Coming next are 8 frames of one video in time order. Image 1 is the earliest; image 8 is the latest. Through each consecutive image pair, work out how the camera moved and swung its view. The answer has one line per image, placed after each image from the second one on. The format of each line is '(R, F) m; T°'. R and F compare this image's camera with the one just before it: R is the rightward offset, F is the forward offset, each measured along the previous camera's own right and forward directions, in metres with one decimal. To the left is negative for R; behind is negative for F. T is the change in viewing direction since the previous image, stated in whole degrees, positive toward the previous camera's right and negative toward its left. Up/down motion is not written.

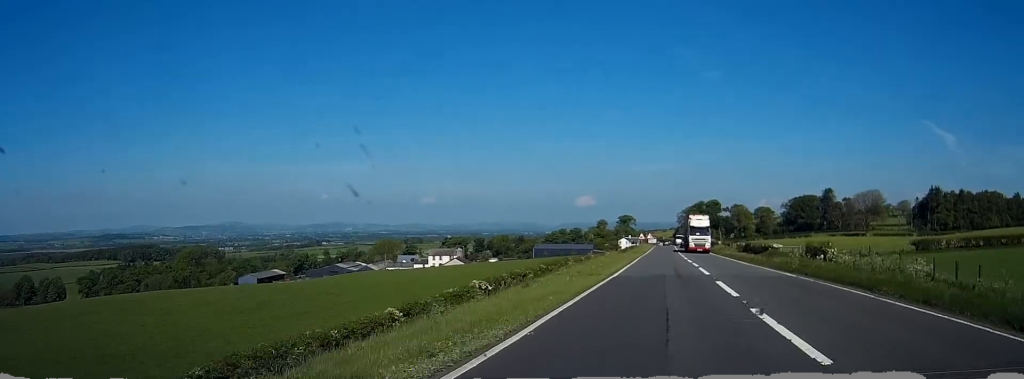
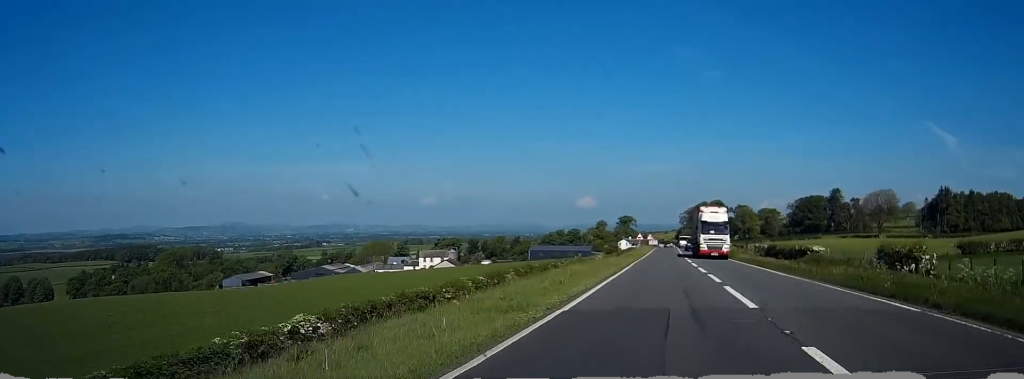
(0.0, +13.6) m; 0°
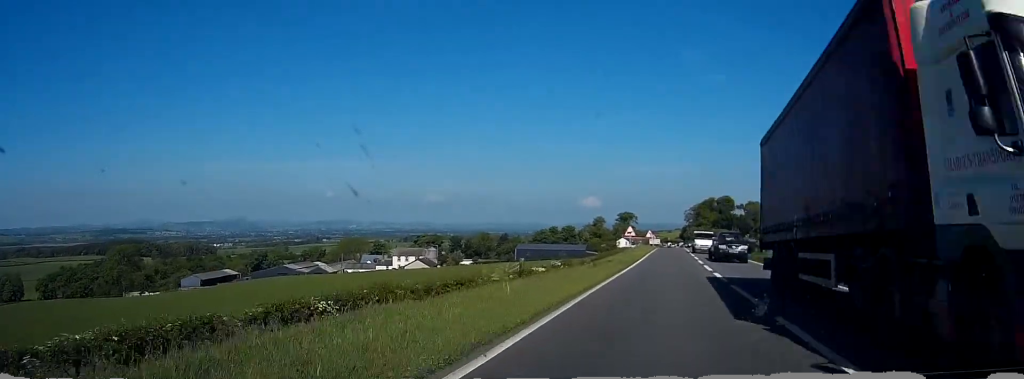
(-0.2, +32.0) m; 0°
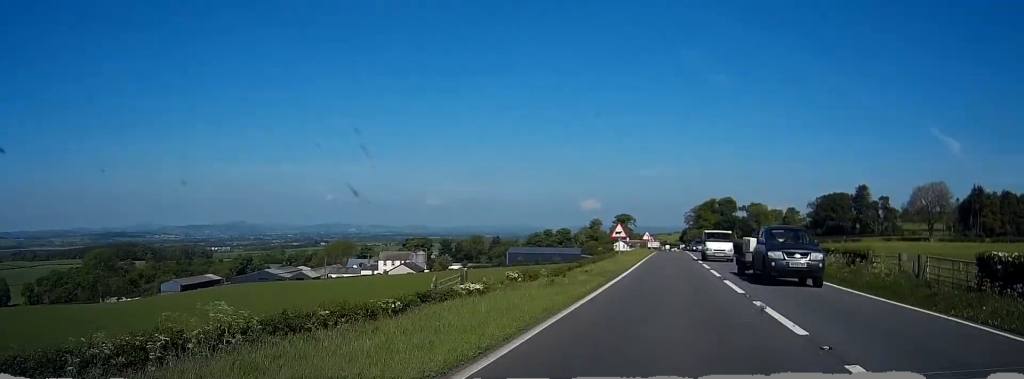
(0.0, +12.6) m; 0°
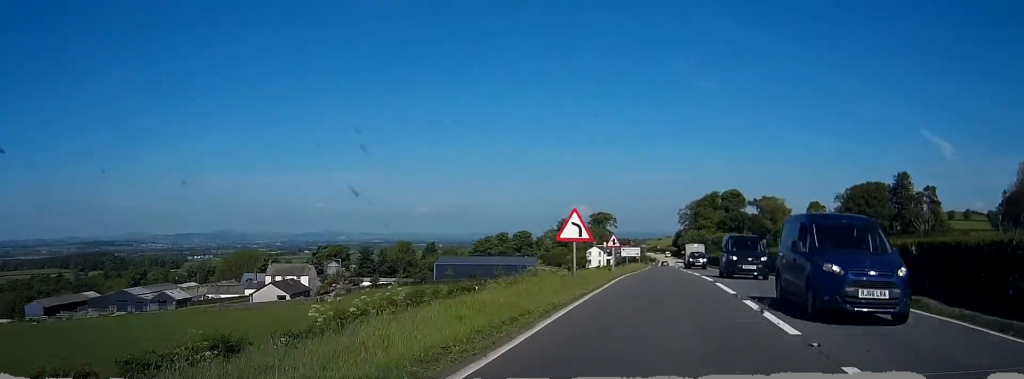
(+0.5, +68.5) m; +1°
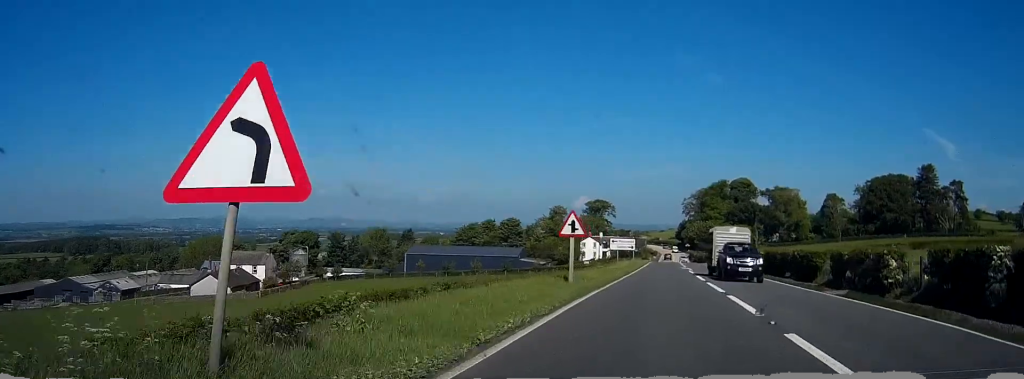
(0.0, +22.0) m; 0°
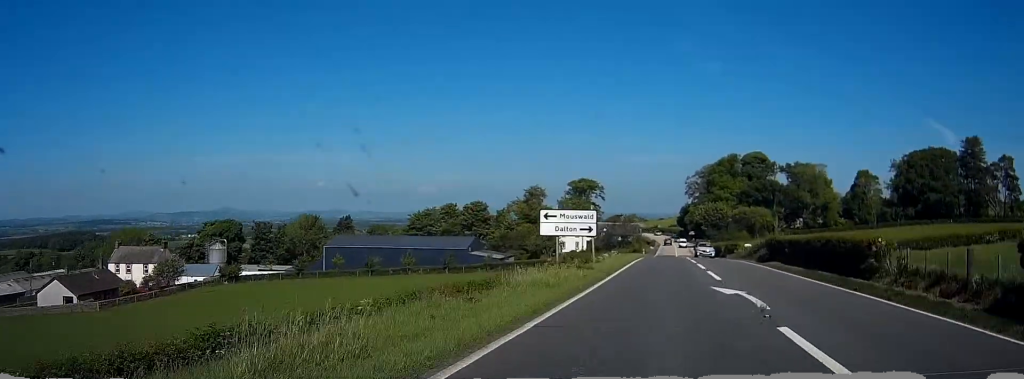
(-0.1, +38.8) m; 0°
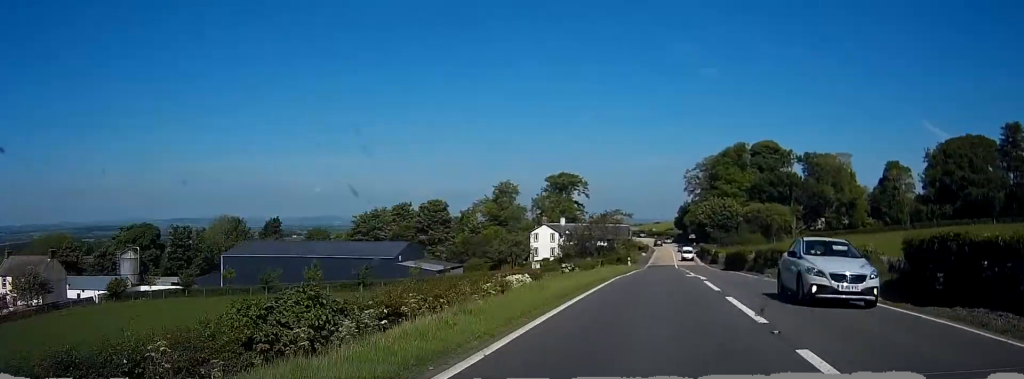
(0.0, +29.3) m; 0°
